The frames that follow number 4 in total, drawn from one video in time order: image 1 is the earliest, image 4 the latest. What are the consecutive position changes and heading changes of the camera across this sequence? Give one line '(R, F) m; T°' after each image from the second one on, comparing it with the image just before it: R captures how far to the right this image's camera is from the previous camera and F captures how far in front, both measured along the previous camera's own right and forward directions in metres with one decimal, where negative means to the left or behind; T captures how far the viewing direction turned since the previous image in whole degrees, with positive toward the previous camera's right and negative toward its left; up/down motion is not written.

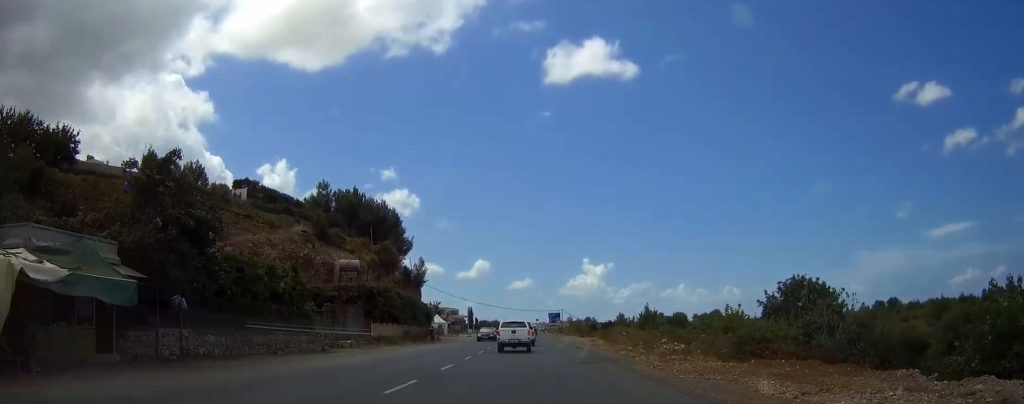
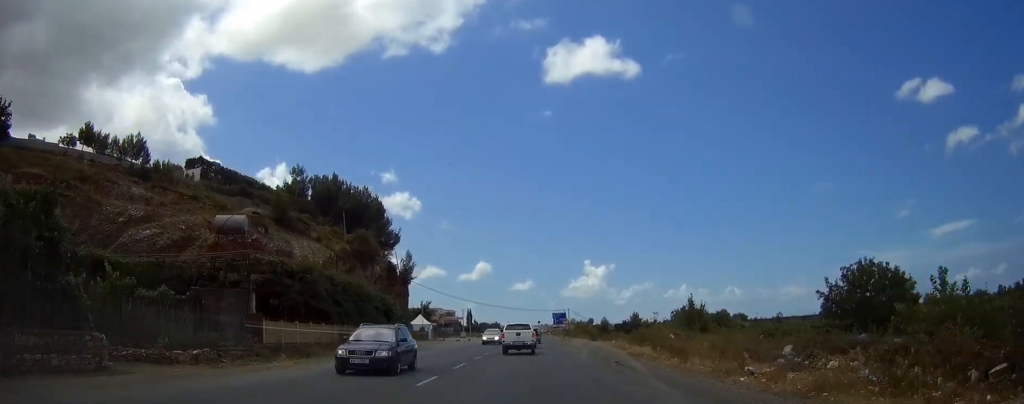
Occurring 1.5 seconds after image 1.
(-0.1, +20.6) m; 0°
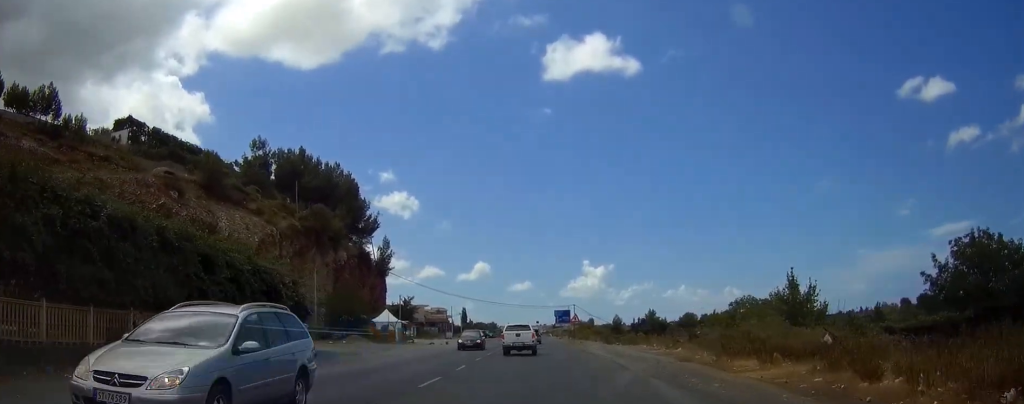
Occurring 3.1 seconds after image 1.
(0.0, +23.2) m; 0°
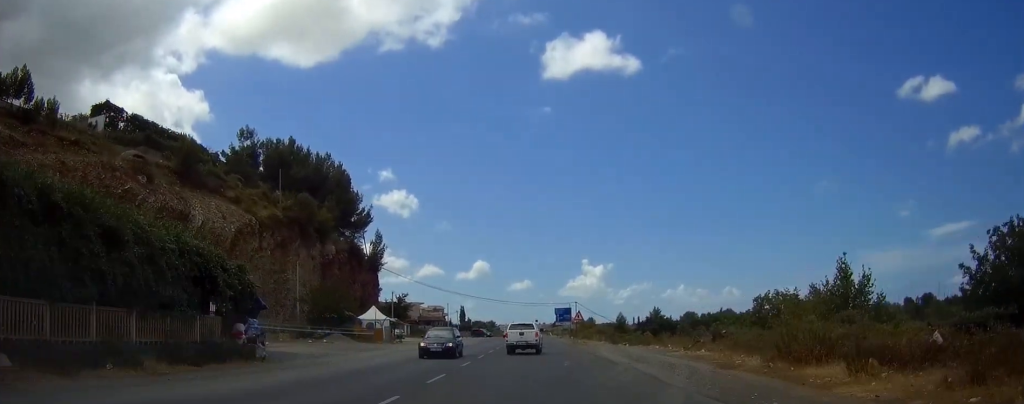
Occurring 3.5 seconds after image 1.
(0.0, +6.5) m; 0°
